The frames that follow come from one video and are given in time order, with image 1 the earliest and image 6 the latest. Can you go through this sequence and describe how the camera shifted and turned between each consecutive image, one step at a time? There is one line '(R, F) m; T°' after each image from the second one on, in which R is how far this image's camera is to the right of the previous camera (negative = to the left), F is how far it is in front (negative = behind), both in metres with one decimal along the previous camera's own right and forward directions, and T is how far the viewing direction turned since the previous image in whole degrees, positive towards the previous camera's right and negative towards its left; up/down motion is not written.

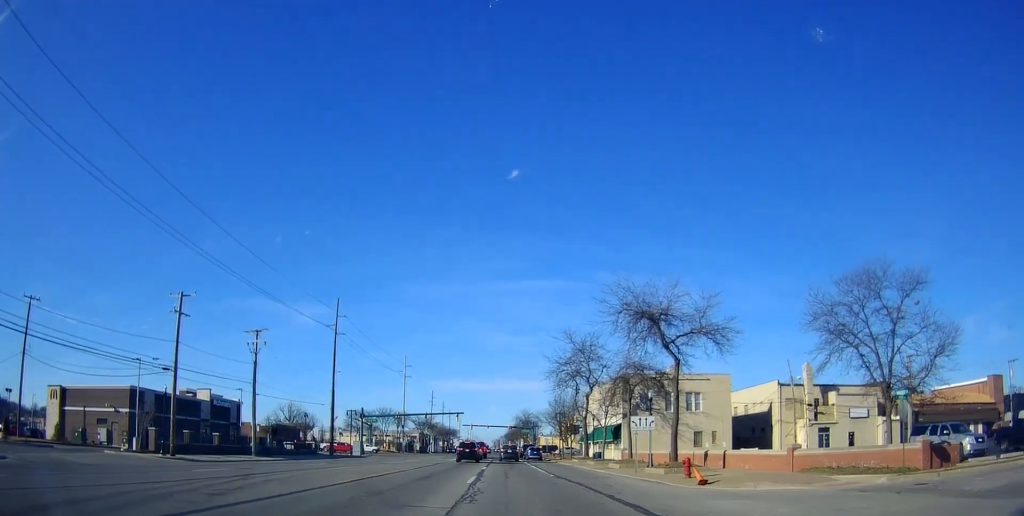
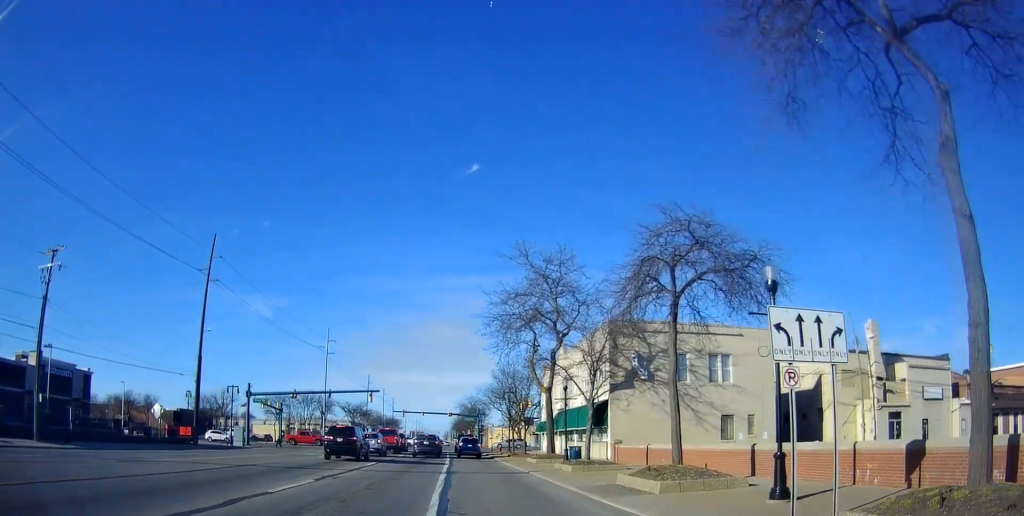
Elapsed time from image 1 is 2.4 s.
(+3.7, +21.1) m; +15°
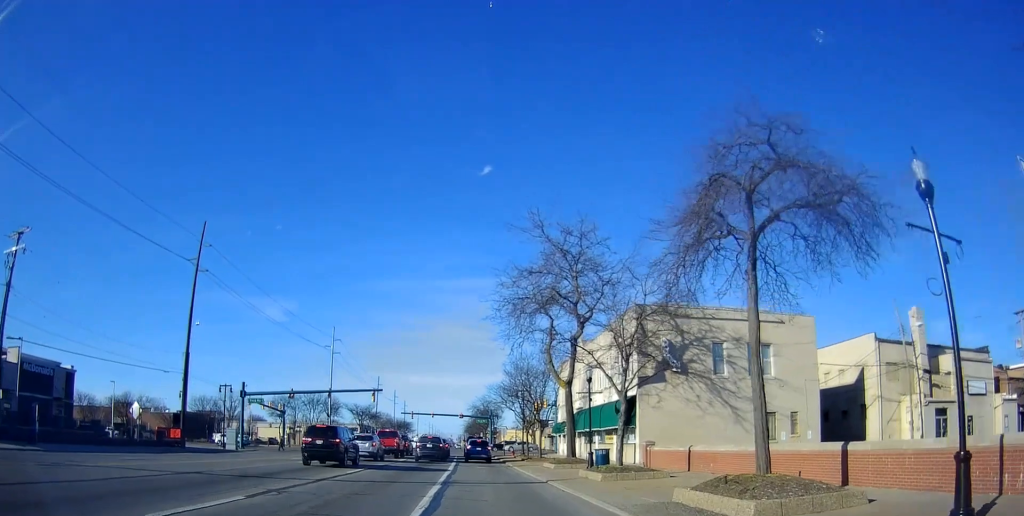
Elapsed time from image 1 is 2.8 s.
(0.0, +5.1) m; -1°
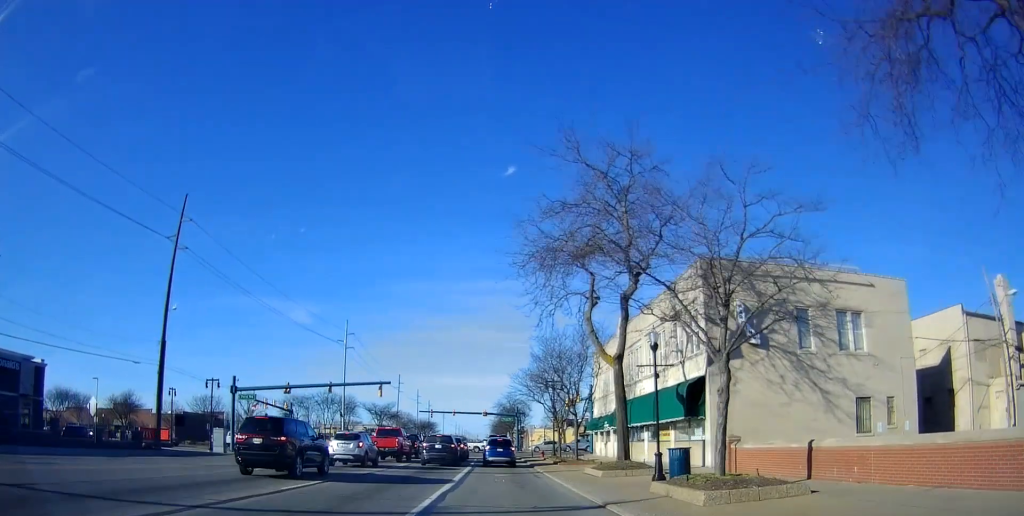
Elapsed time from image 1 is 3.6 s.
(0.0, +9.0) m; -3°
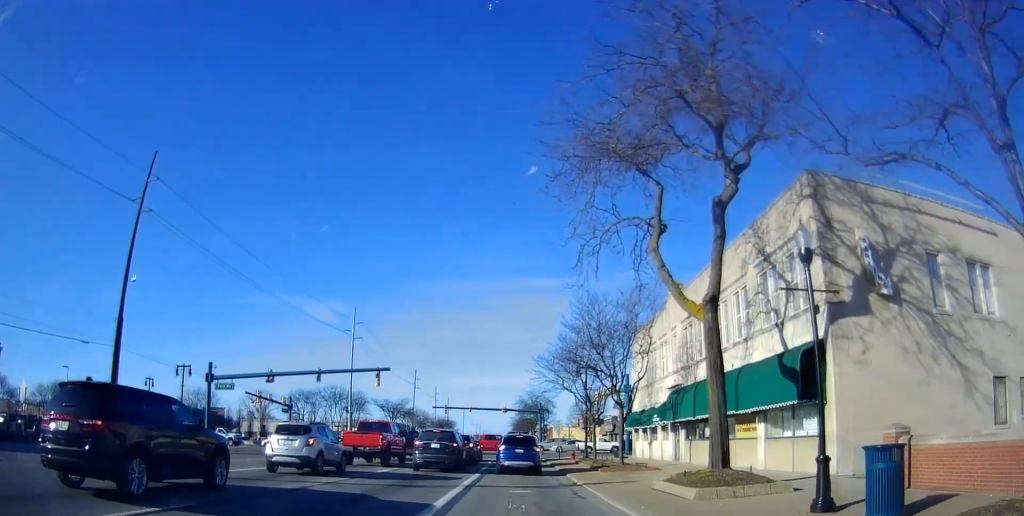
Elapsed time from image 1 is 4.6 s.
(-0.6, +10.9) m; -5°
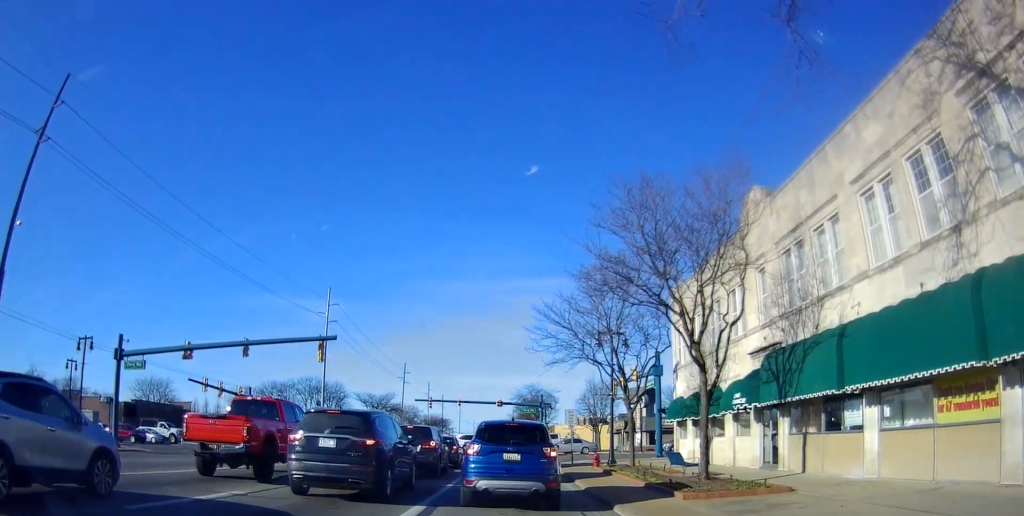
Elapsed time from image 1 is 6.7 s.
(-0.3, +22.2) m; +1°
